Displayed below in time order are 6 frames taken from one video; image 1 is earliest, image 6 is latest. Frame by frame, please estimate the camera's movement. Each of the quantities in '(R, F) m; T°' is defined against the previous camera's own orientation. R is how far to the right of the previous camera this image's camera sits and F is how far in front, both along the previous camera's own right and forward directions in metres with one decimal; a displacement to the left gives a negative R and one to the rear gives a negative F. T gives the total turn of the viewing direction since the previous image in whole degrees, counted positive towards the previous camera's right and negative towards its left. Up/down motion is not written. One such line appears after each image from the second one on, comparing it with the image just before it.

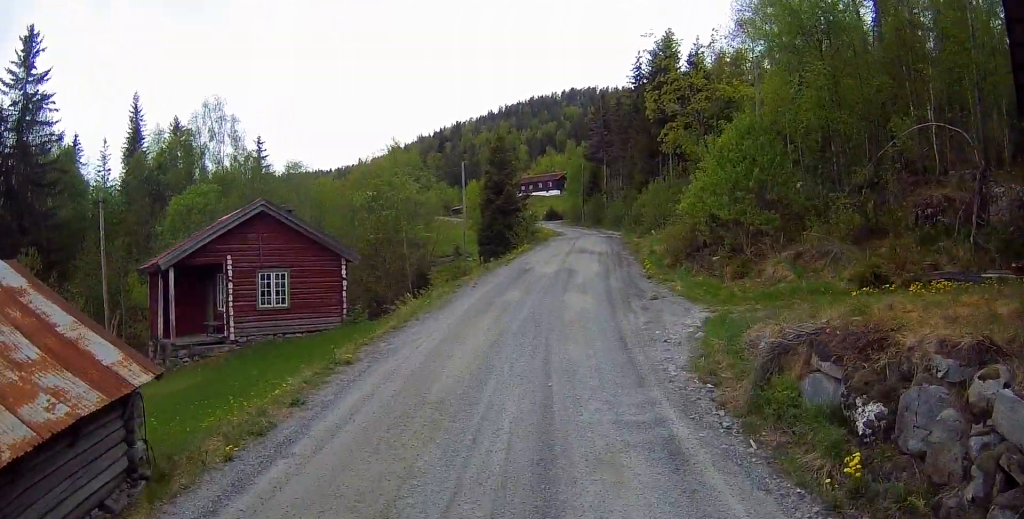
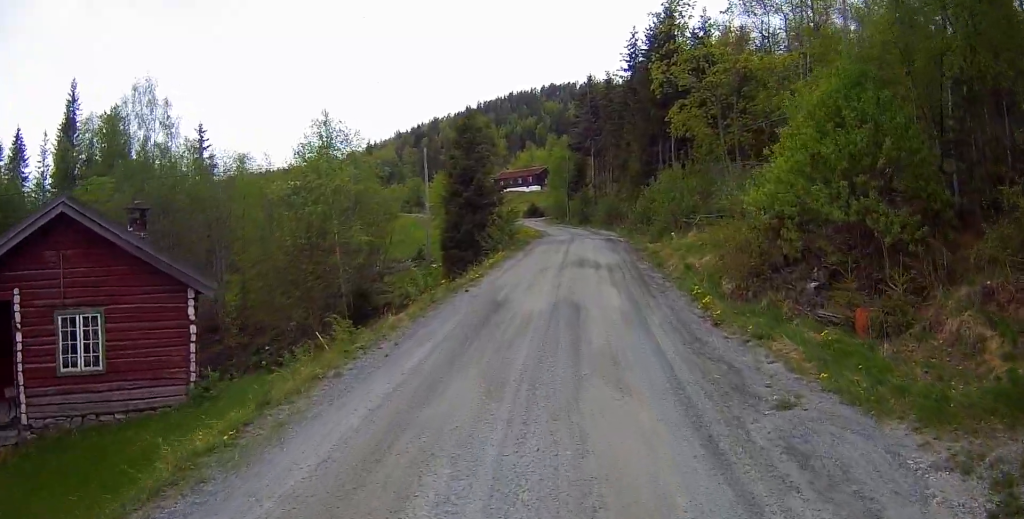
(+0.2, +9.1) m; +2°
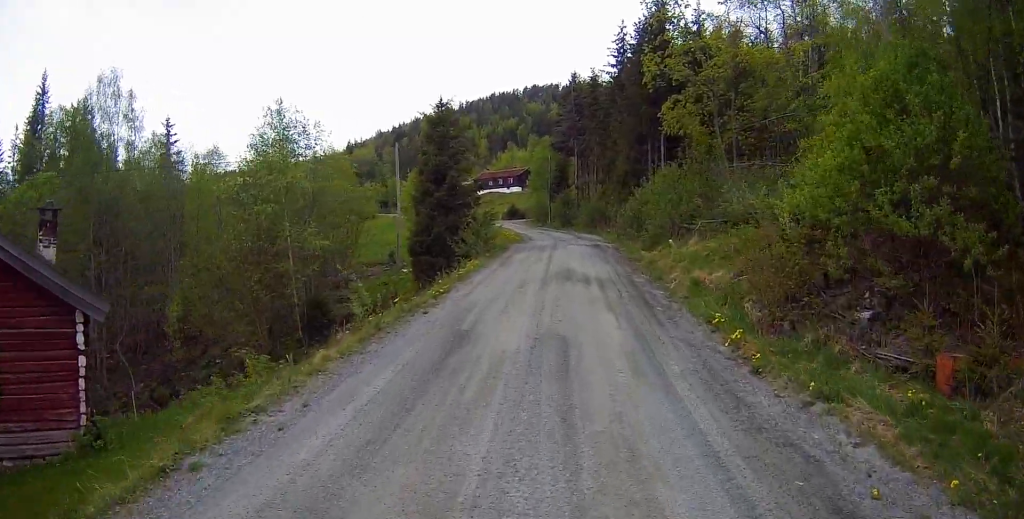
(+0.1, +3.2) m; 0°
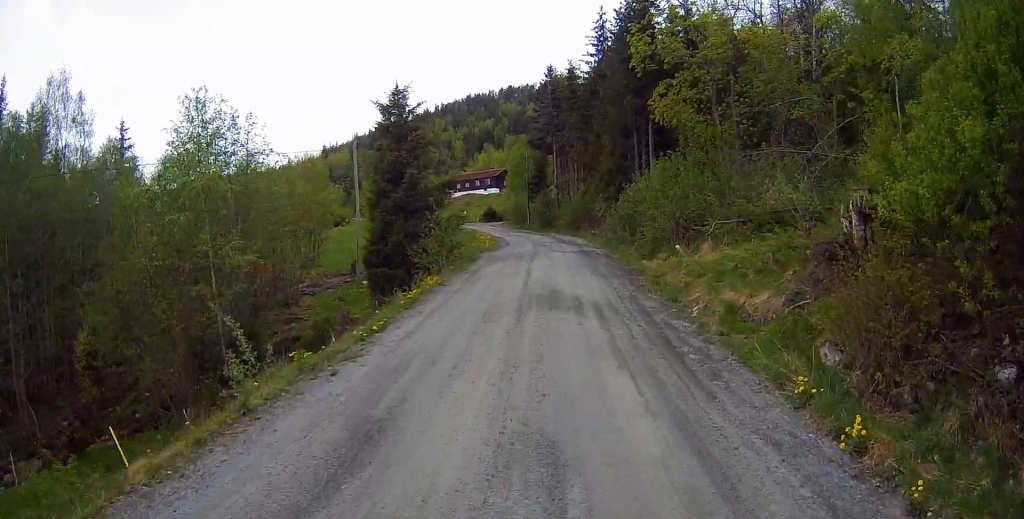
(0.0, +4.3) m; +1°
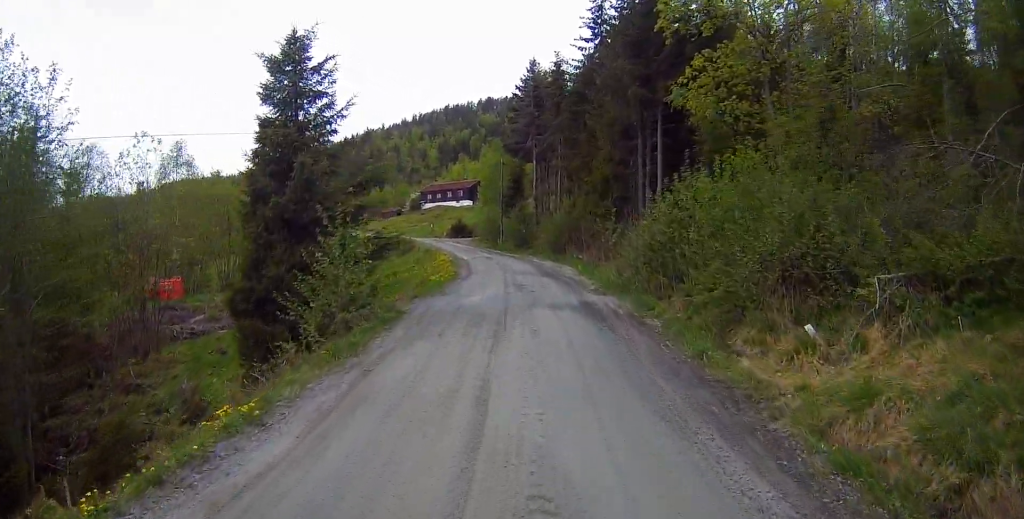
(+0.4, +9.5) m; +5°
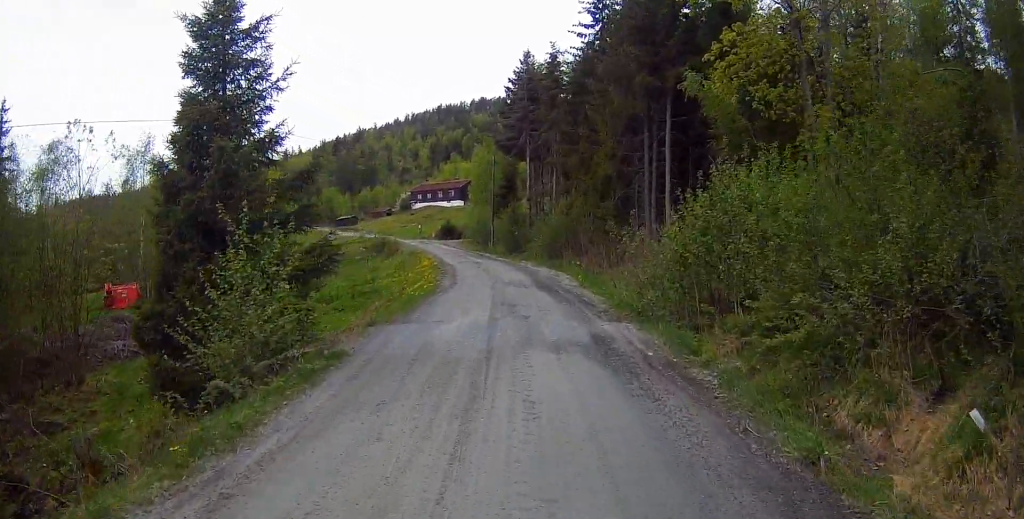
(+0.1, +3.6) m; +1°
